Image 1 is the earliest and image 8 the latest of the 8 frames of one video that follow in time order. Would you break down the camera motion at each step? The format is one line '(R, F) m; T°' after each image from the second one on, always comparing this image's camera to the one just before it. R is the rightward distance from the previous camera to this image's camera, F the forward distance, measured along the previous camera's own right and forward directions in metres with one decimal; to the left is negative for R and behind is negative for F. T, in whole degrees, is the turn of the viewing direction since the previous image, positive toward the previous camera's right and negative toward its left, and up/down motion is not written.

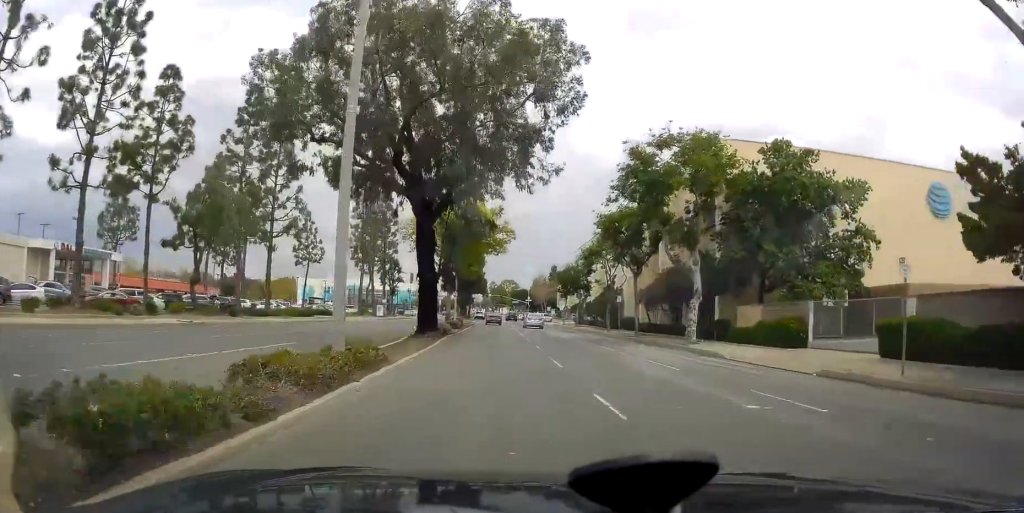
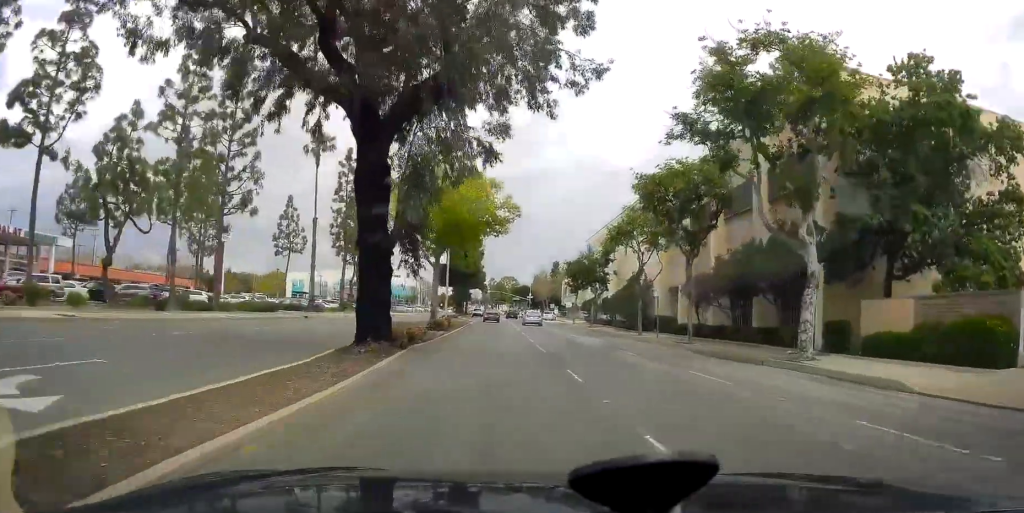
(+0.3, +11.3) m; +2°
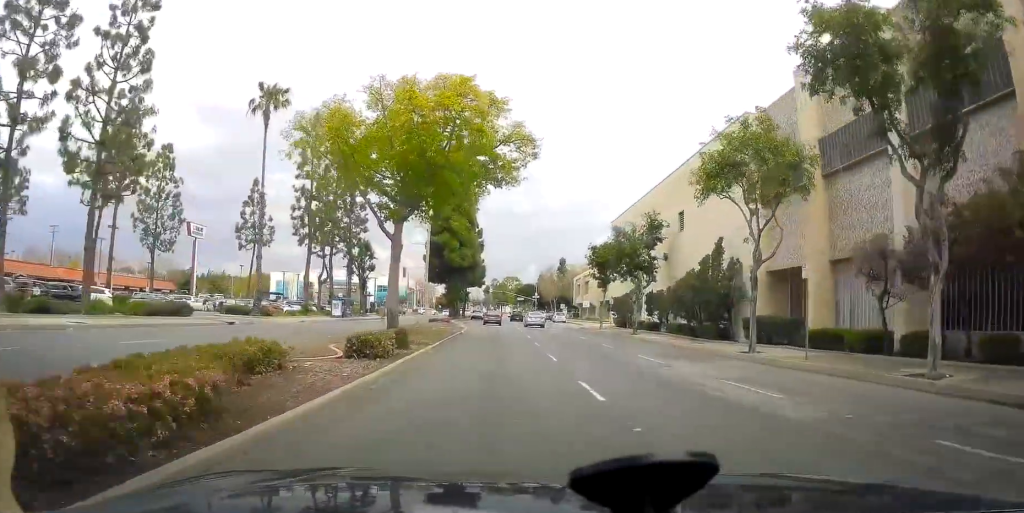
(0.0, +17.3) m; 0°
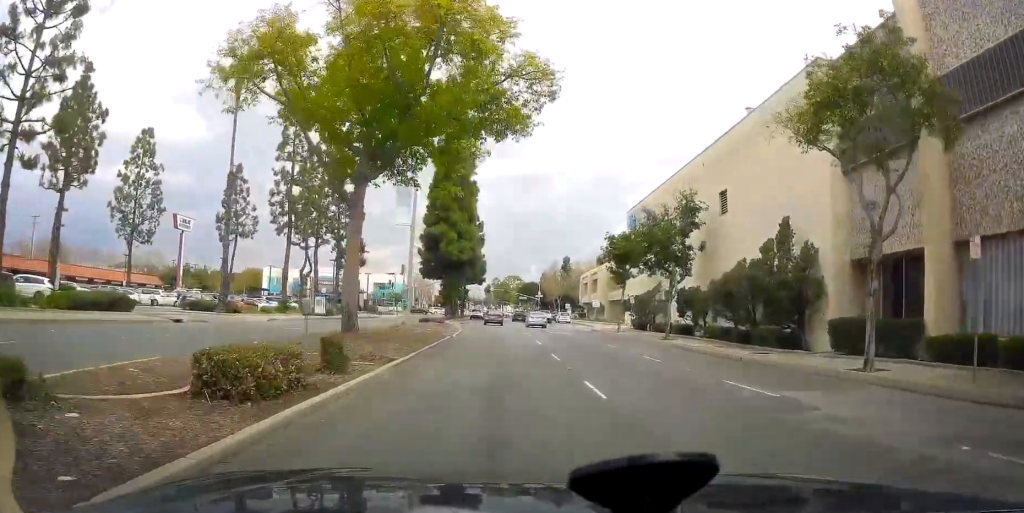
(0.0, +7.5) m; 0°
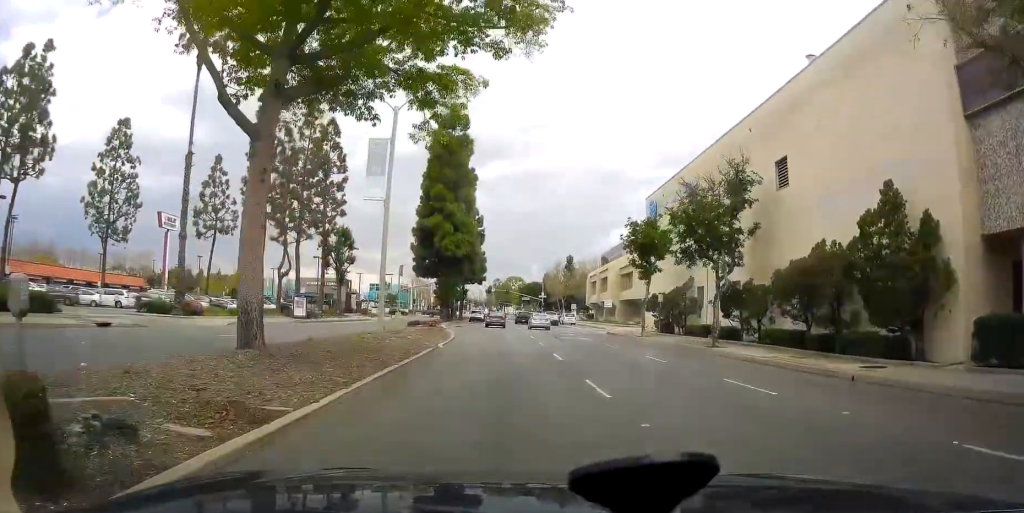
(0.0, +7.3) m; 0°
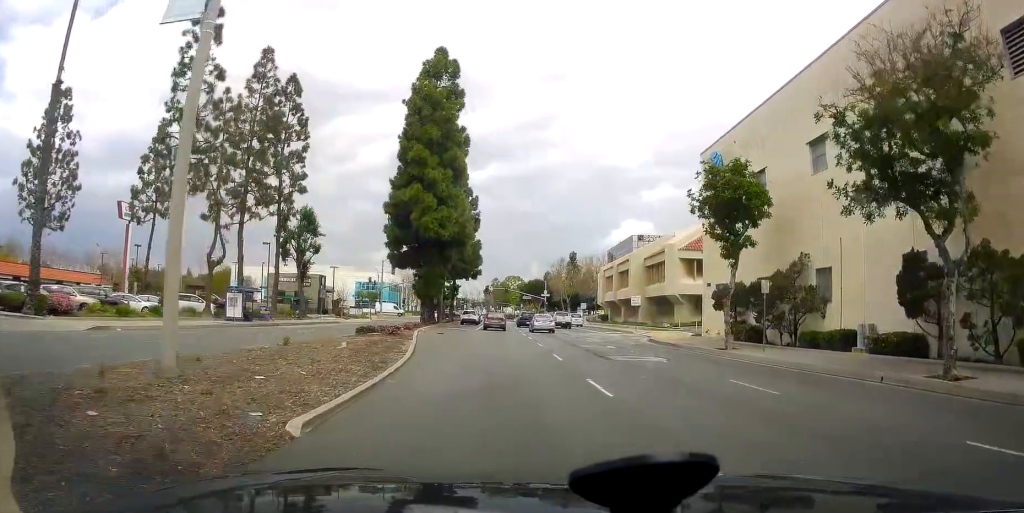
(0.0, +15.2) m; -1°
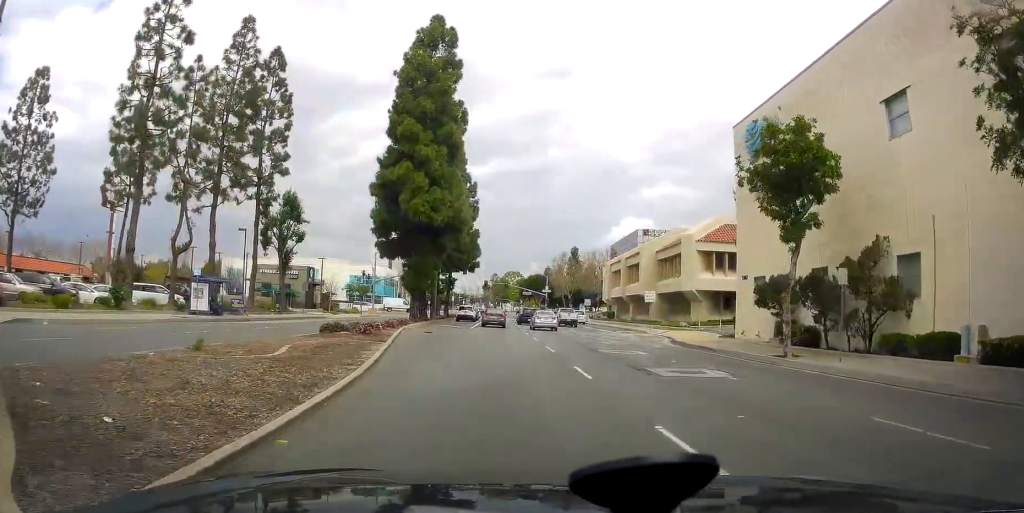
(+0.1, +5.7) m; -1°
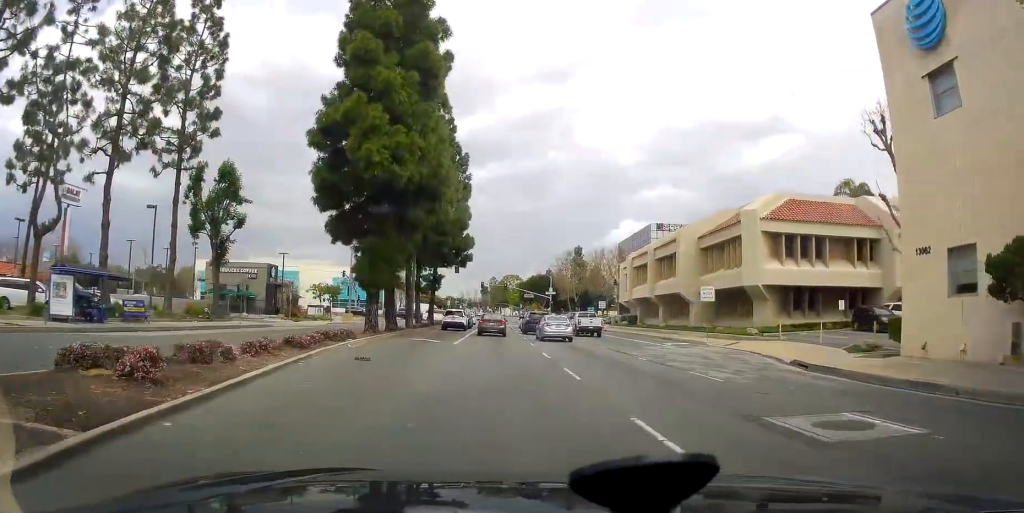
(-0.4, +14.7) m; -1°
